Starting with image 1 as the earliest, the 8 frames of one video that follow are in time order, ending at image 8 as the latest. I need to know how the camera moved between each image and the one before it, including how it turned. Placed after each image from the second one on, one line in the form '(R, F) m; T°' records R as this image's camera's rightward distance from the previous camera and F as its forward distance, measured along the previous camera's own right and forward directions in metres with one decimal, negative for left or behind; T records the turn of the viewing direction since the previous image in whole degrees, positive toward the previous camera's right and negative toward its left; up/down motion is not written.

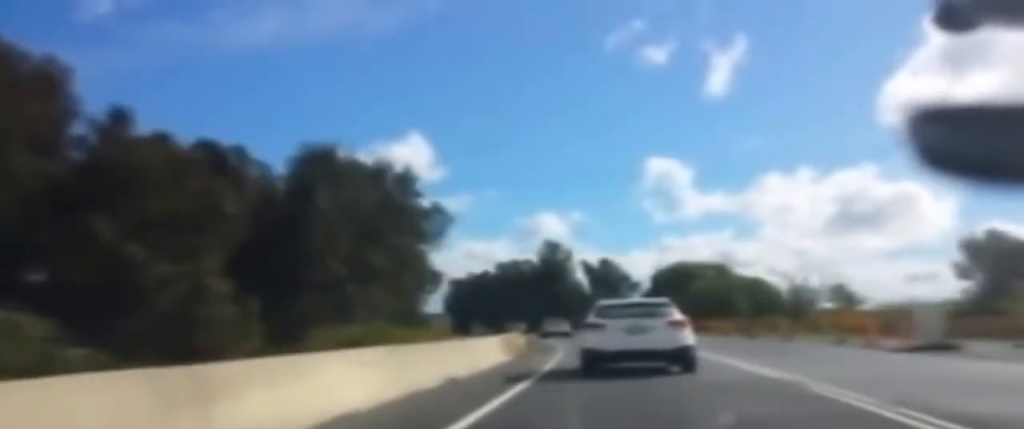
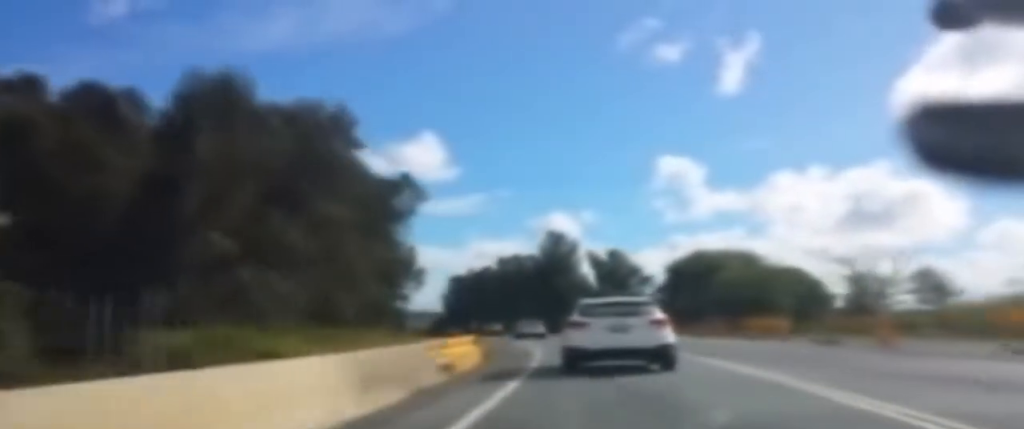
(-0.1, +14.4) m; -1°
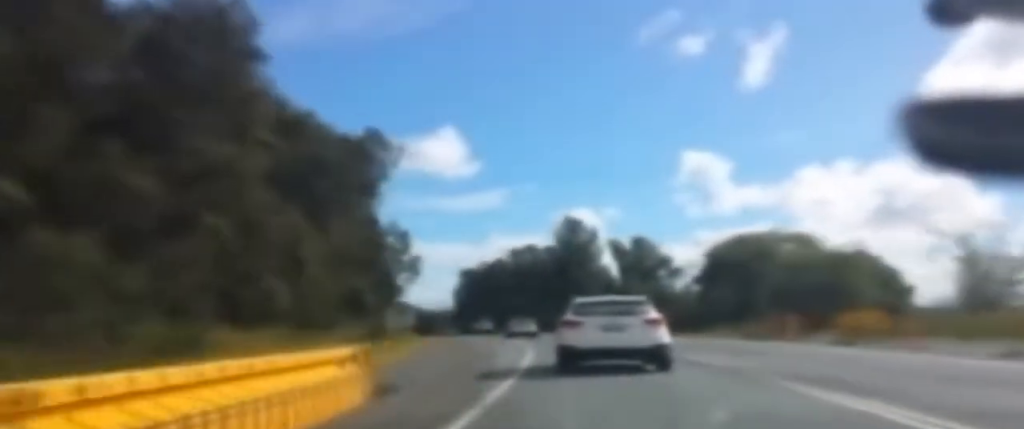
(-0.2, +12.2) m; -2°
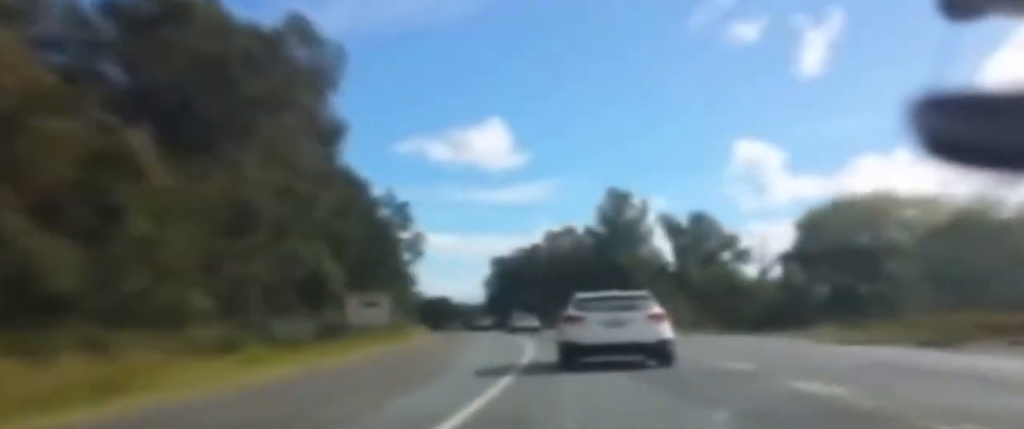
(-0.3, +16.3) m; -3°
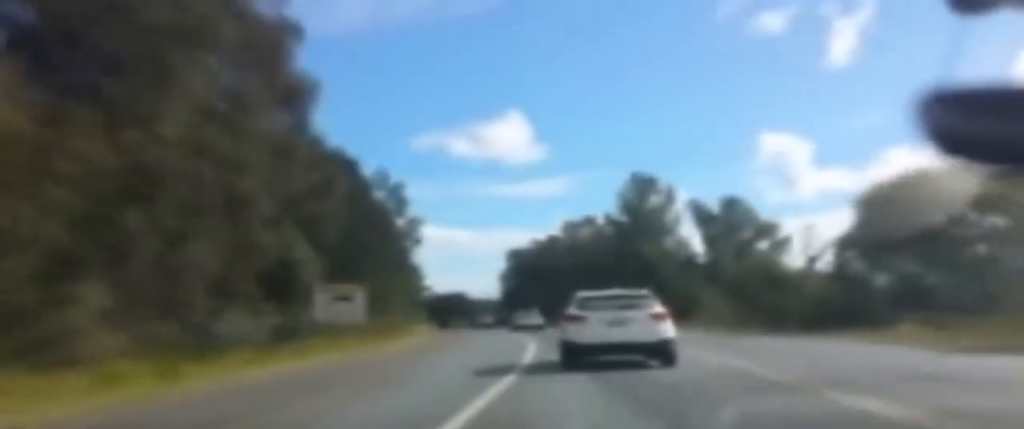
(-0.2, +6.8) m; -1°
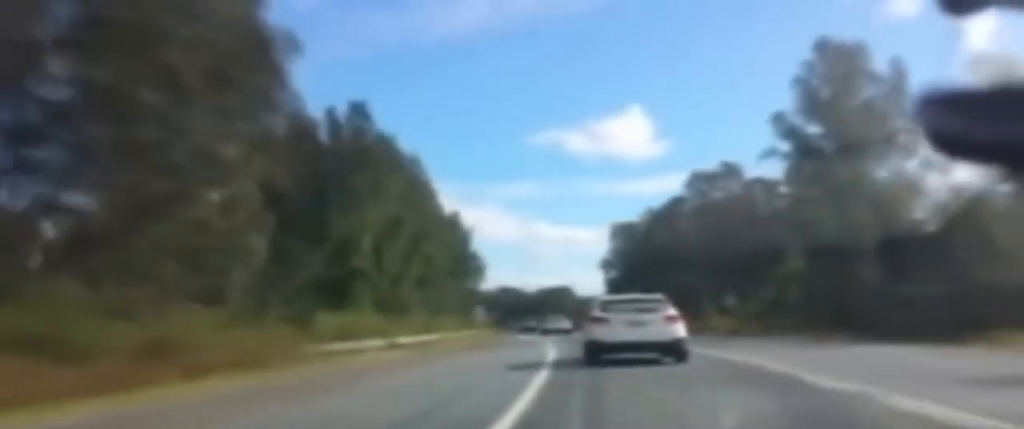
(-1.1, +39.7) m; -3°
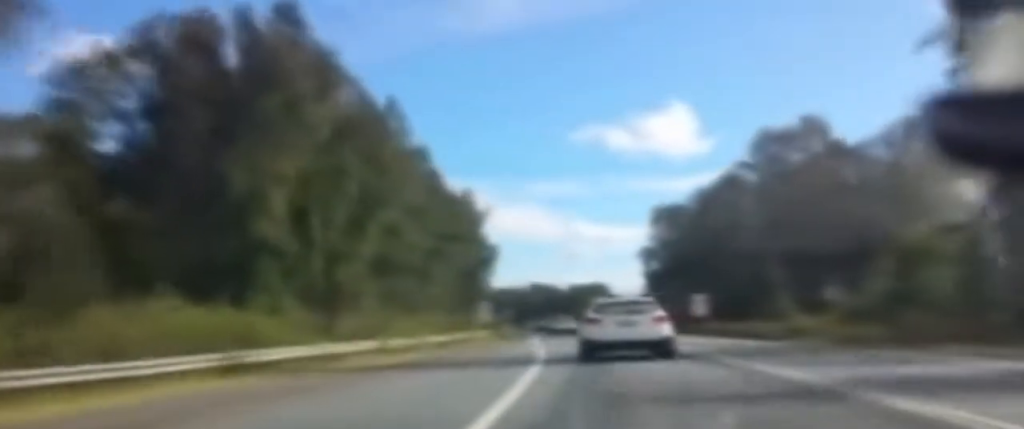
(-0.1, +16.9) m; -1°
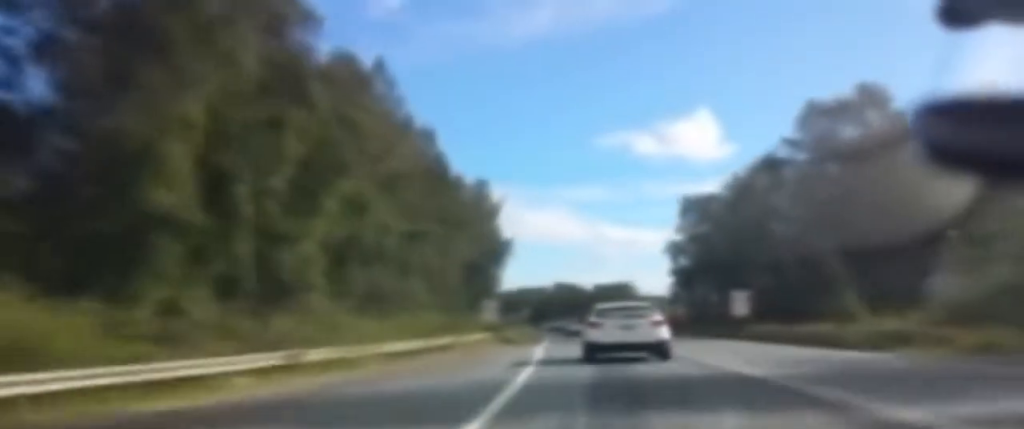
(+0.1, +9.9) m; -1°
